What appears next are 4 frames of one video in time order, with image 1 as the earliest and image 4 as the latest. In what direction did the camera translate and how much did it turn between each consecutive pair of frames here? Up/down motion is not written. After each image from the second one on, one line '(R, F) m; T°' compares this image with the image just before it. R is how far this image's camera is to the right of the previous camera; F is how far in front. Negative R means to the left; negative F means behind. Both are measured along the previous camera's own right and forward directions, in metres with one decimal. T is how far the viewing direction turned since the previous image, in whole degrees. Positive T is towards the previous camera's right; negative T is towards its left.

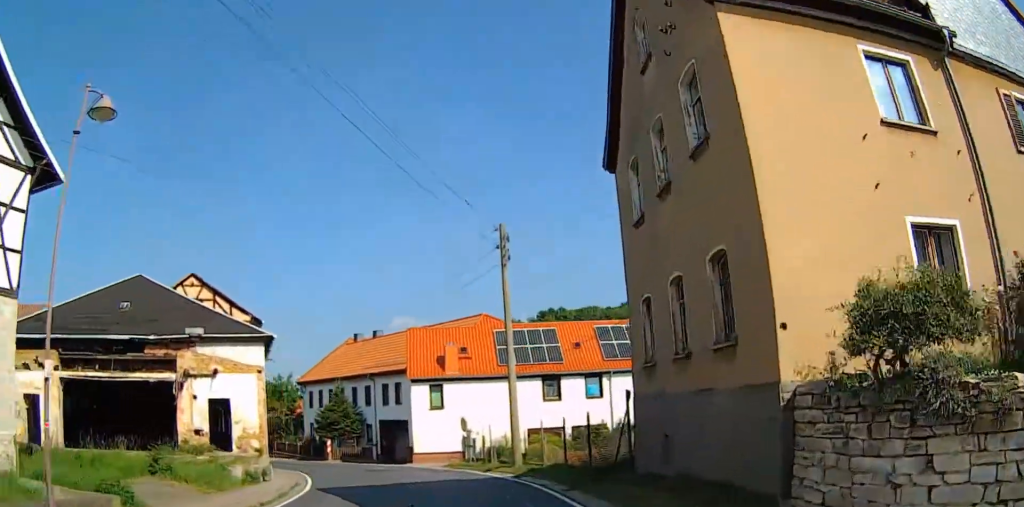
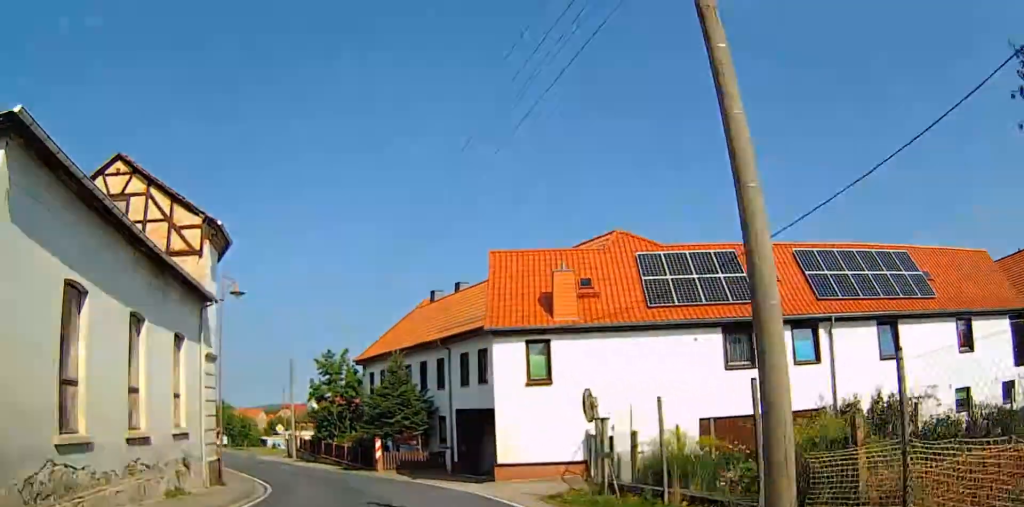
(-1.9, +17.1) m; -17°
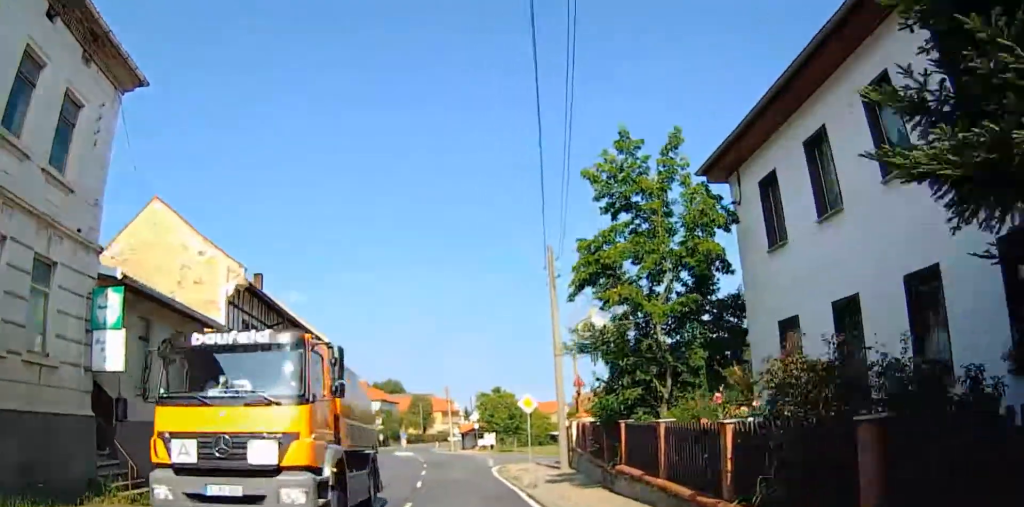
(-6.8, +32.4) m; -21°
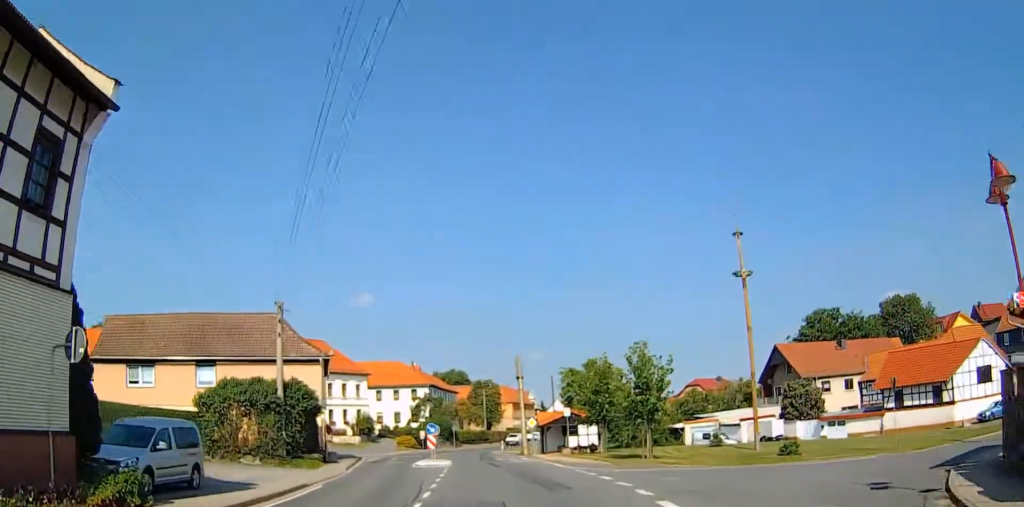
(-2.6, +33.3) m; -7°
